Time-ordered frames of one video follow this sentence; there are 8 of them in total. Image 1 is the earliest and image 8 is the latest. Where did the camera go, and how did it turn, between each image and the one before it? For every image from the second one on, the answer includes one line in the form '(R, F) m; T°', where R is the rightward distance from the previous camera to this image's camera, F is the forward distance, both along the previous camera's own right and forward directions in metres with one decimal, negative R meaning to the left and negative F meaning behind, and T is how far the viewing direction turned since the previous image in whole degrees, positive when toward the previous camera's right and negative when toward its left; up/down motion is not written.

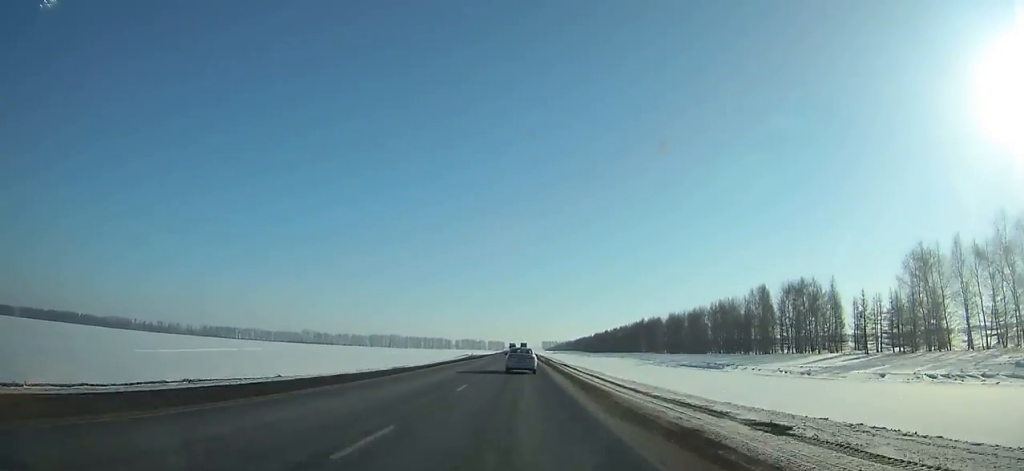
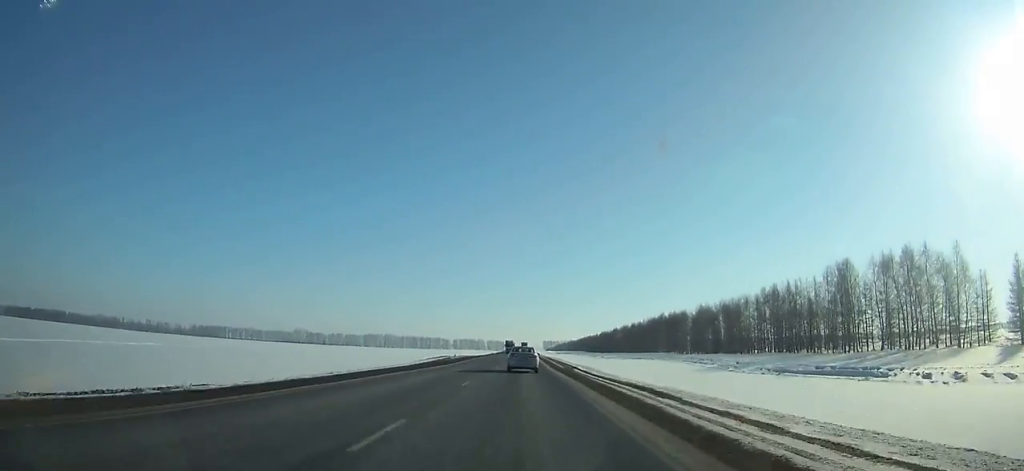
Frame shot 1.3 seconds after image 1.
(-0.1, +35.3) m; 0°
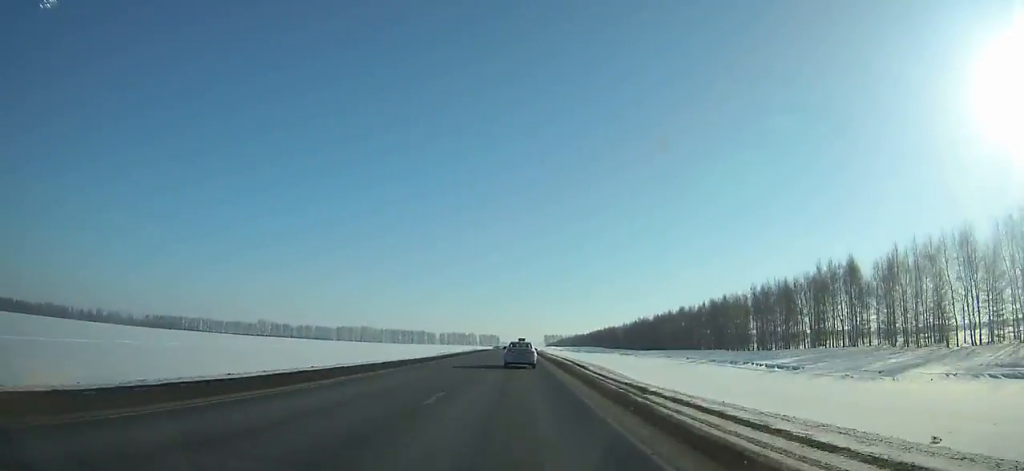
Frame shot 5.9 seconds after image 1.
(+0.3, +126.5) m; 0°
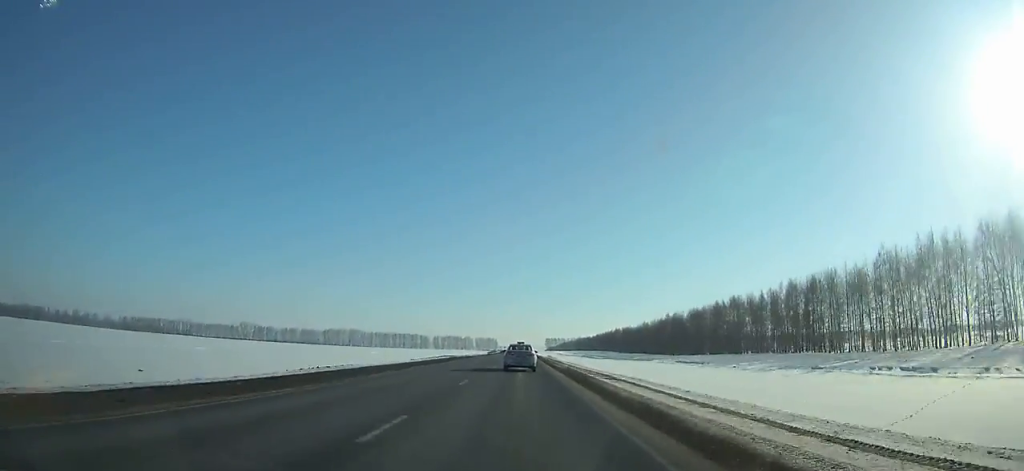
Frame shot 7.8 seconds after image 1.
(+0.1, +52.4) m; 0°
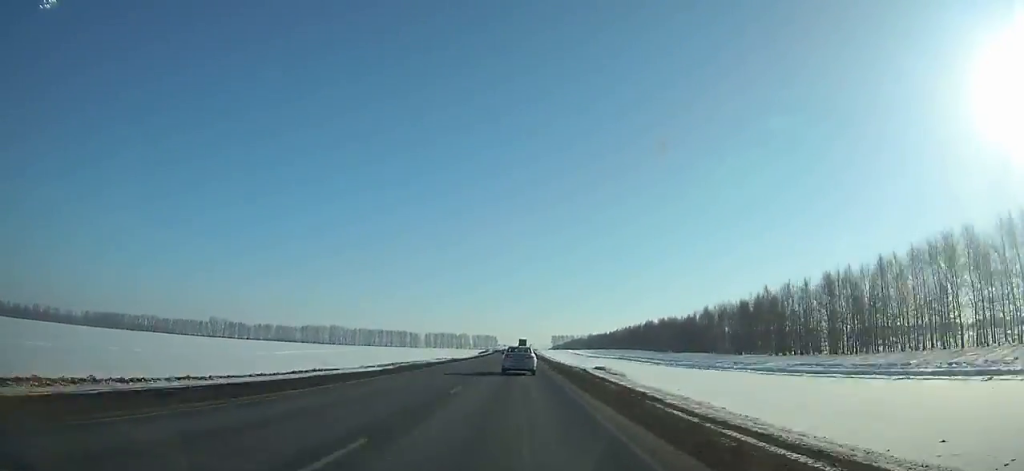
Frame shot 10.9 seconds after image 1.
(0.0, +85.3) m; 0°
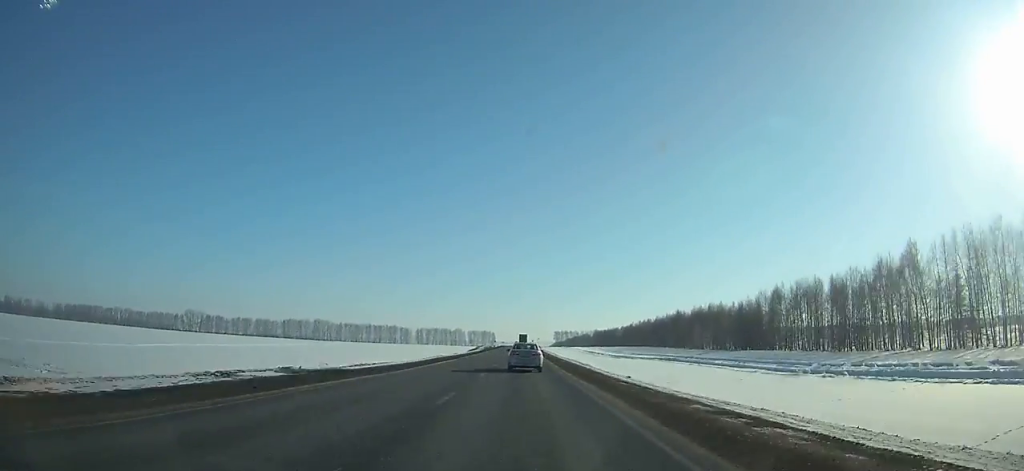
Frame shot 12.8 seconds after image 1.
(+0.1, +51.7) m; 0°
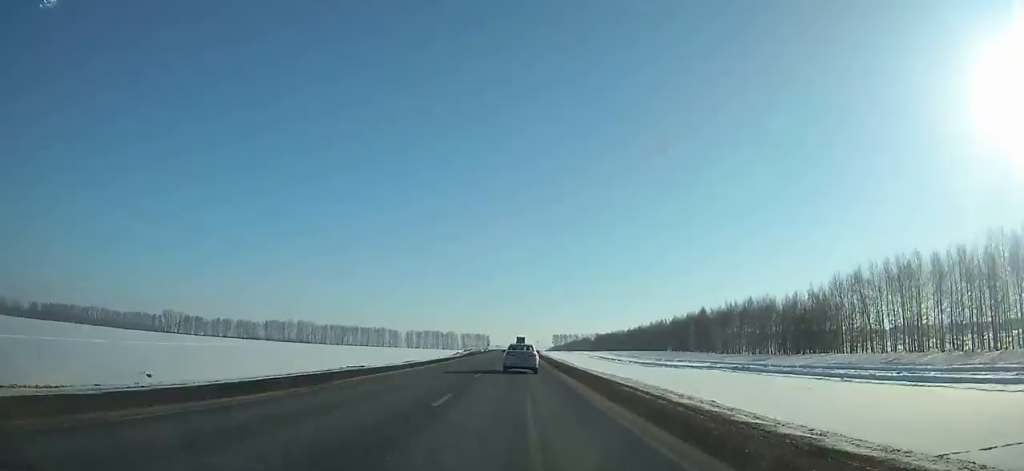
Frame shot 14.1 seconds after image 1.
(0.0, +35.4) m; 0°
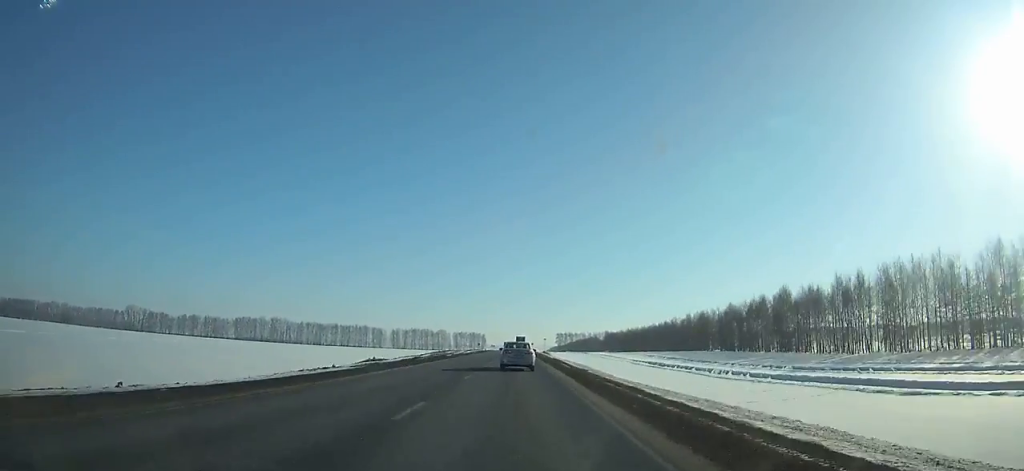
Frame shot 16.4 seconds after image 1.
(0.0, +62.1) m; 0°
